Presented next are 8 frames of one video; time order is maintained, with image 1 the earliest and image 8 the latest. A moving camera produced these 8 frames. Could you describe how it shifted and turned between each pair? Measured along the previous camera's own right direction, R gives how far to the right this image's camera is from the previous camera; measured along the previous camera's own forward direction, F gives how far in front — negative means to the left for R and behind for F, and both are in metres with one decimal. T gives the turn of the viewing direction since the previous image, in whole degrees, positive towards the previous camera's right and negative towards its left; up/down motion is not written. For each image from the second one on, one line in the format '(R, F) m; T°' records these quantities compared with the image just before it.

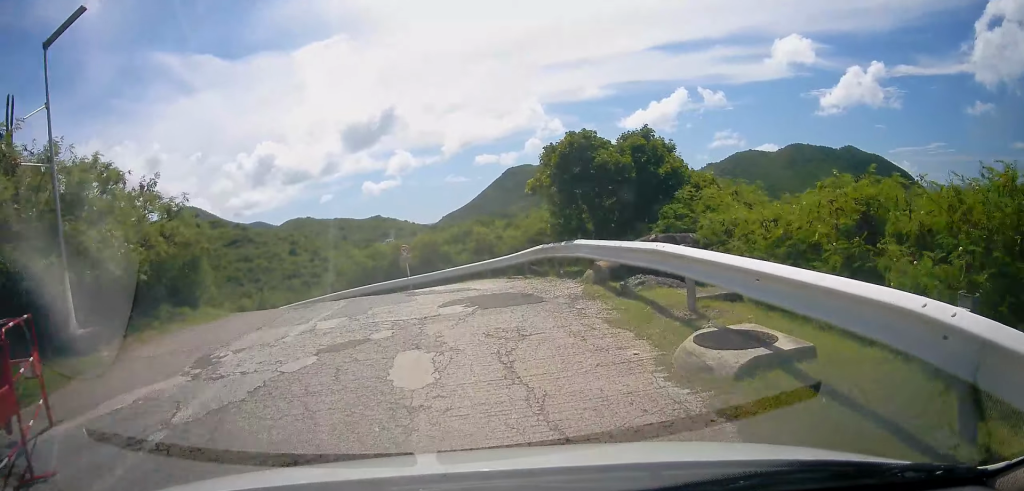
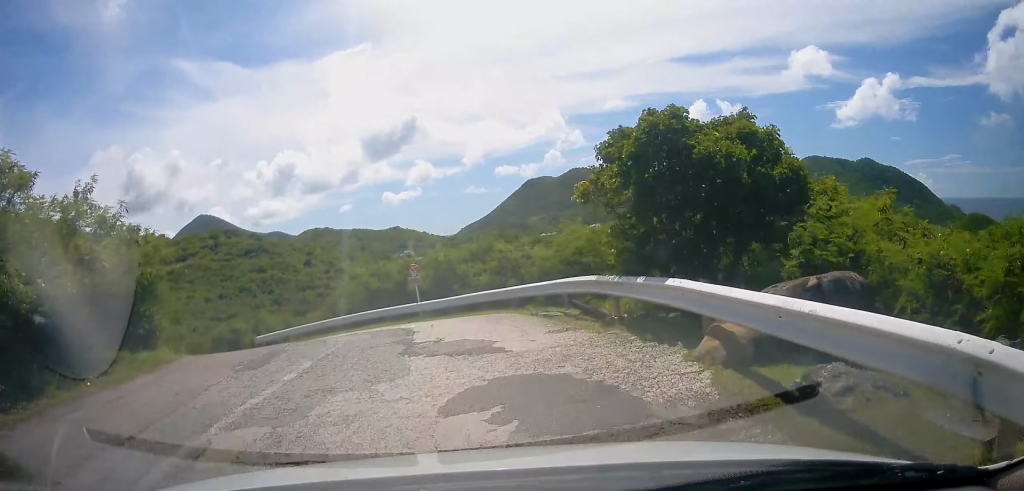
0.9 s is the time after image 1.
(-0.3, +4.2) m; -3°
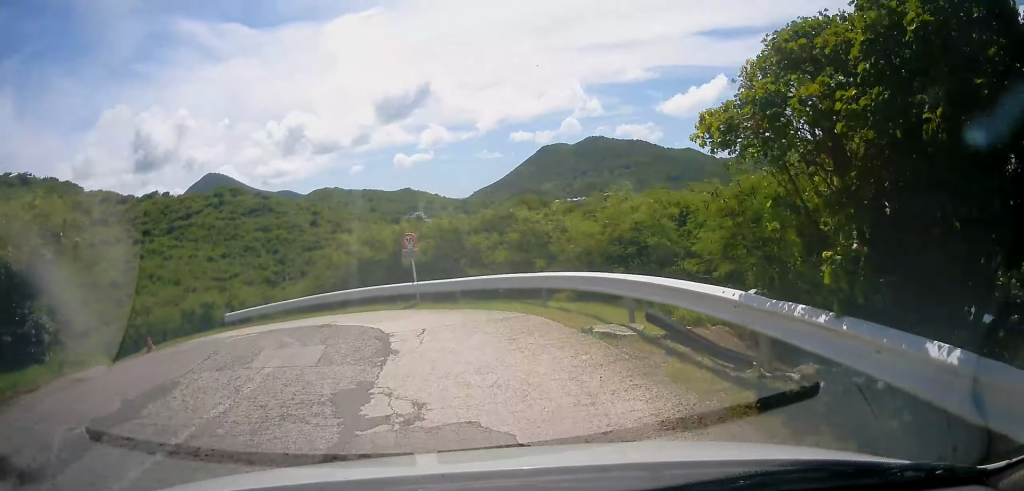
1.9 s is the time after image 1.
(0.0, +5.1) m; -1°
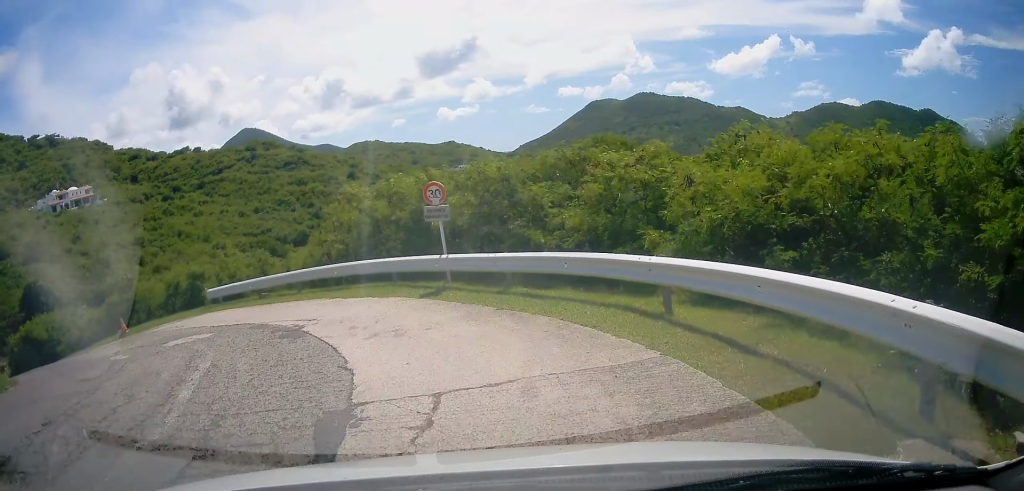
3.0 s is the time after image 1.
(-0.1, +5.7) m; -7°
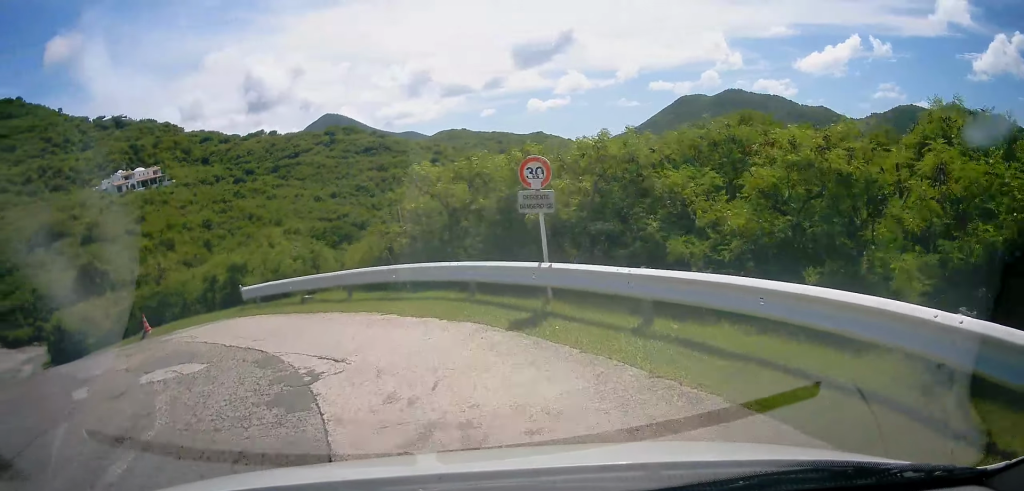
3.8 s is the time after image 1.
(-0.3, +3.8) m; -12°
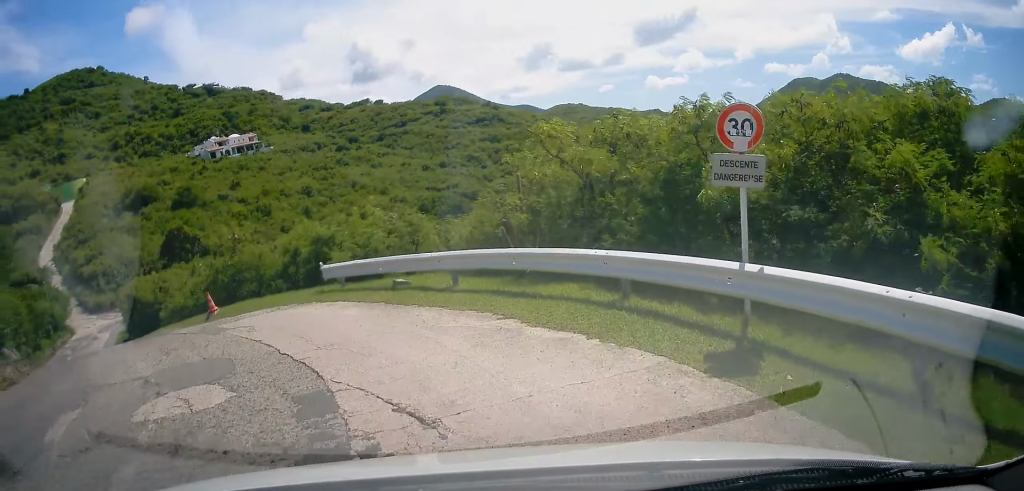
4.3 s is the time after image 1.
(-0.1, +2.9) m; -11°
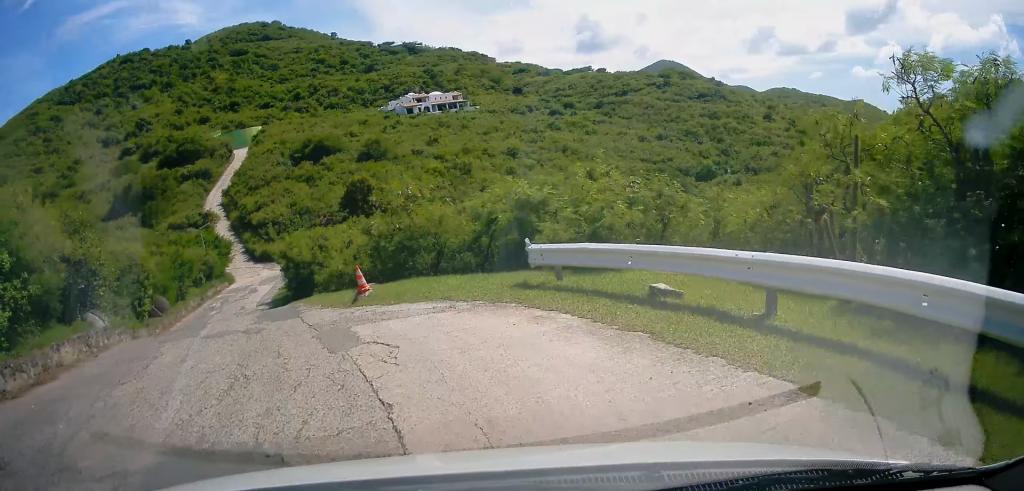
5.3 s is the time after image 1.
(-1.0, +4.8) m; -18°
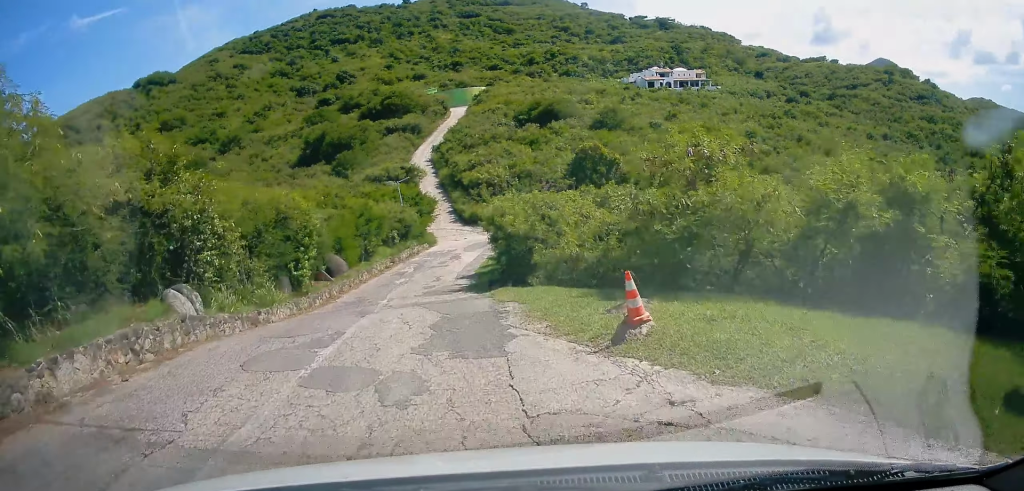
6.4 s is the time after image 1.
(-0.8, +5.9) m; -14°
